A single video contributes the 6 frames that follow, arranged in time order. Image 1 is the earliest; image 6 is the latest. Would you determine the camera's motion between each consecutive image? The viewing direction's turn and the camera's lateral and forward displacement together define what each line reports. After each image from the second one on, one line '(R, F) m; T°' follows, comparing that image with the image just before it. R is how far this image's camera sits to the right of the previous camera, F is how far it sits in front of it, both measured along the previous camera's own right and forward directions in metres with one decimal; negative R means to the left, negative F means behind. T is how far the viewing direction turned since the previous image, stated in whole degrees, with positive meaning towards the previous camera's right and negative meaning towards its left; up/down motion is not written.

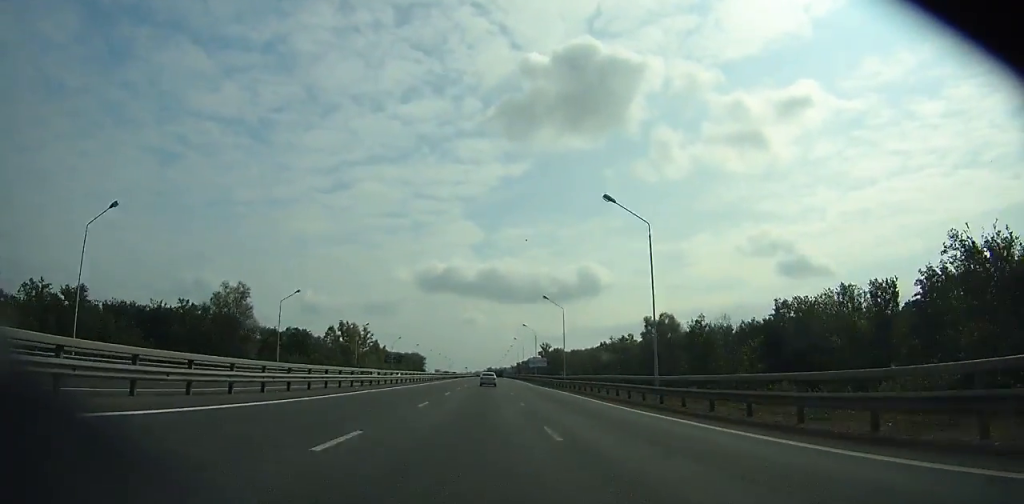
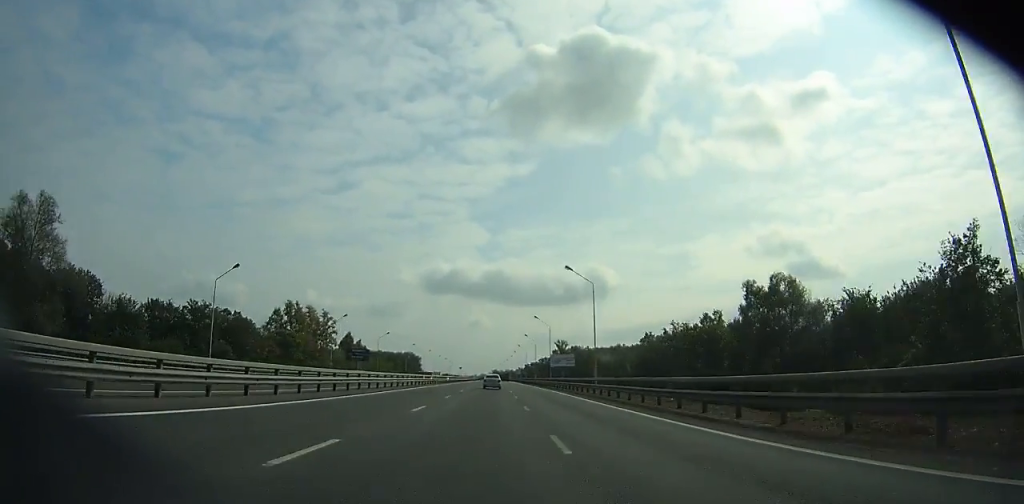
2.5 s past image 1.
(0.0, +62.1) m; 0°
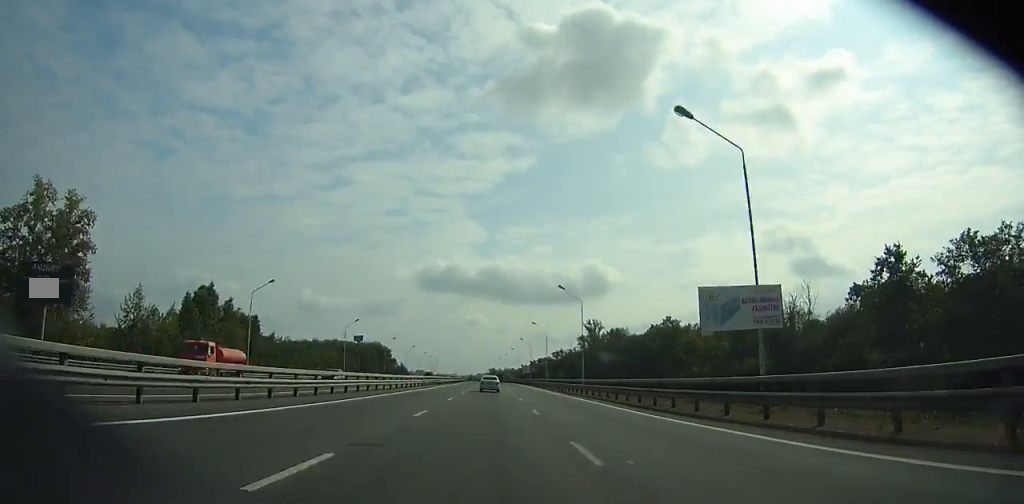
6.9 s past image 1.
(-0.1, +108.6) m; 0°
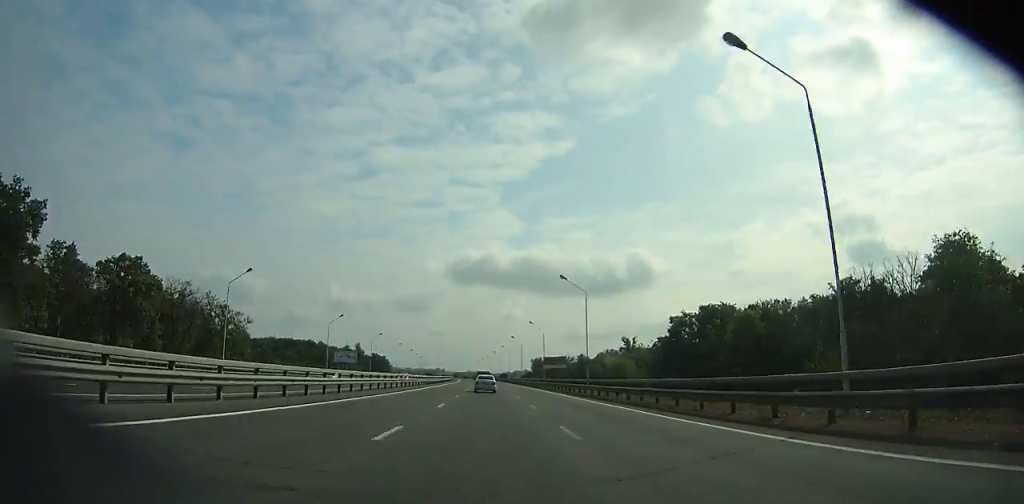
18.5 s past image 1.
(-4.5, +283.6) m; -3°
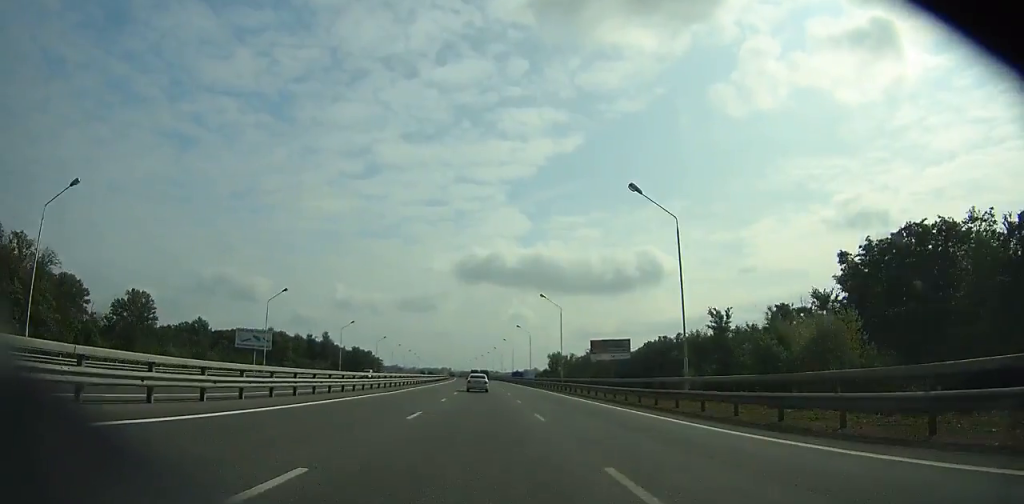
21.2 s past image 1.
(-0.6, +65.6) m; -1°
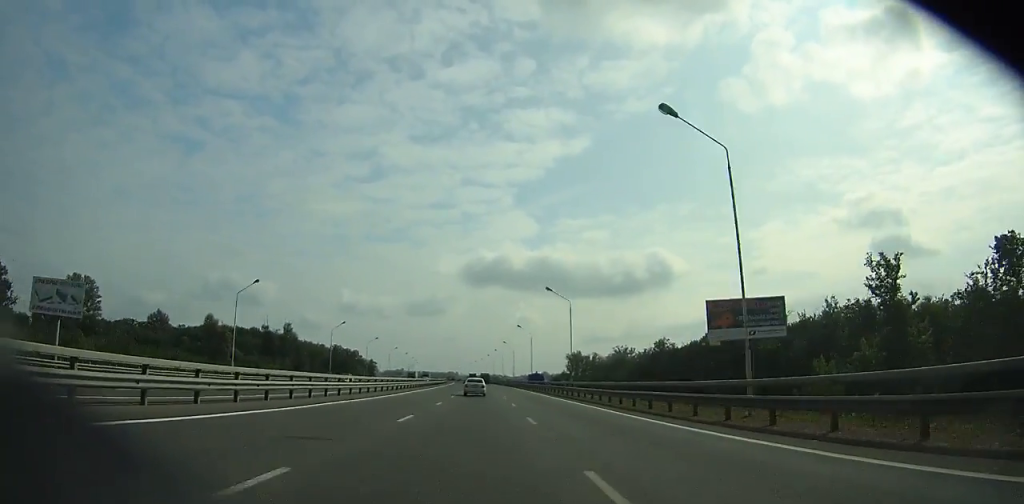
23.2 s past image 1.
(-0.2, +48.6) m; -1°
